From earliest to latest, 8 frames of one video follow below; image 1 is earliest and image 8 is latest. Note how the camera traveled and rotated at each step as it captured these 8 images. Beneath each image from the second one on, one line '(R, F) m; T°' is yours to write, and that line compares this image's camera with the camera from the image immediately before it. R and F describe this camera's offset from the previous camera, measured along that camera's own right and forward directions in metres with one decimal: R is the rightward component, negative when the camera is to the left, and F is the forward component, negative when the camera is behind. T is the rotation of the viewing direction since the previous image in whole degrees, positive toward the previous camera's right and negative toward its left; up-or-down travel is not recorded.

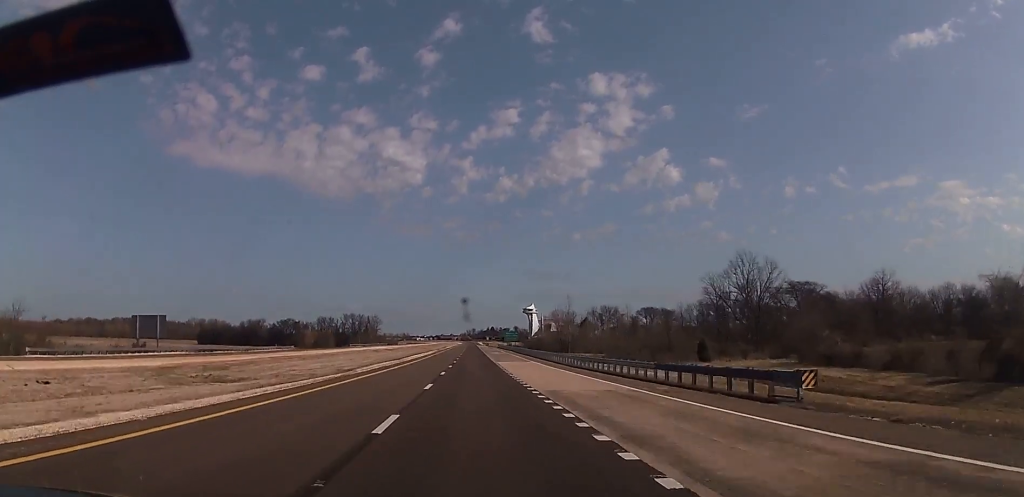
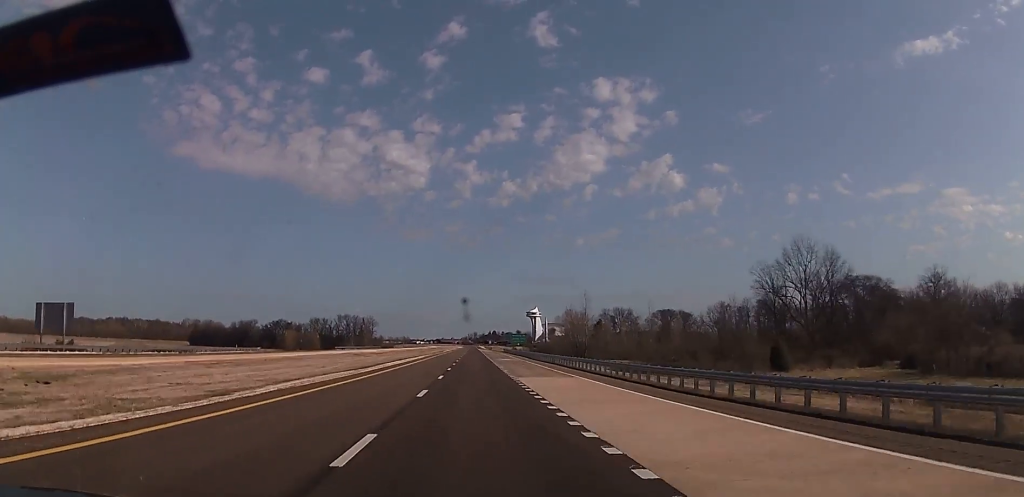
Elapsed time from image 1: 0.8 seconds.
(0.0, +27.5) m; 0°
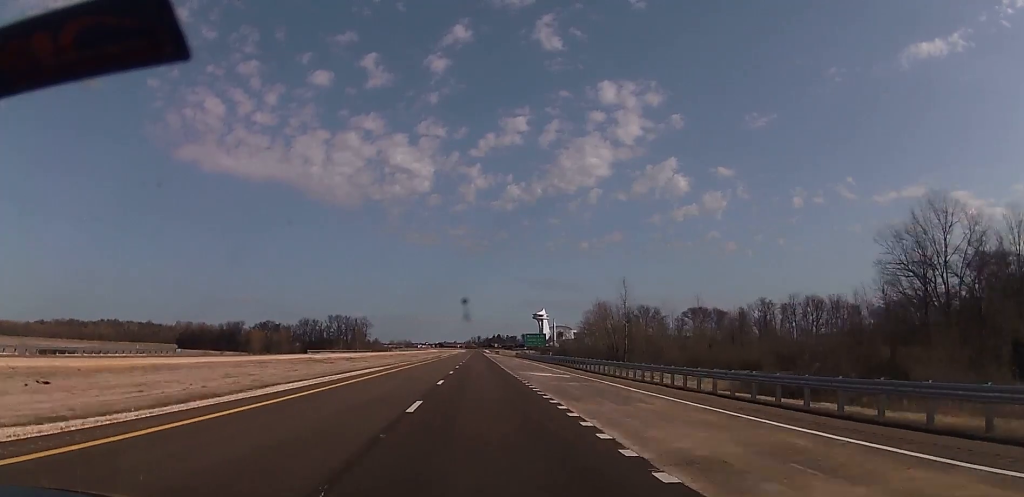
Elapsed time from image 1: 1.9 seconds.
(+0.2, +41.8) m; -1°
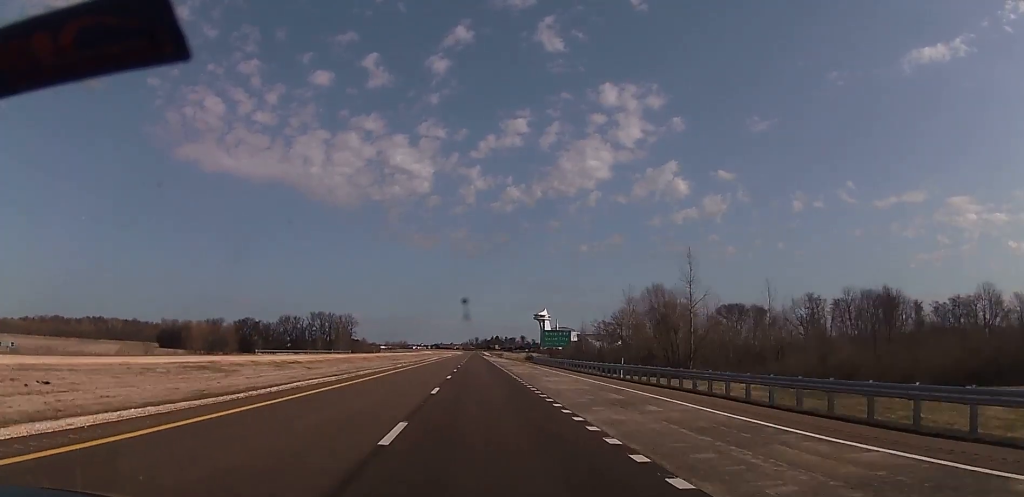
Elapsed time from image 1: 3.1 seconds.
(-0.6, +41.4) m; +1°
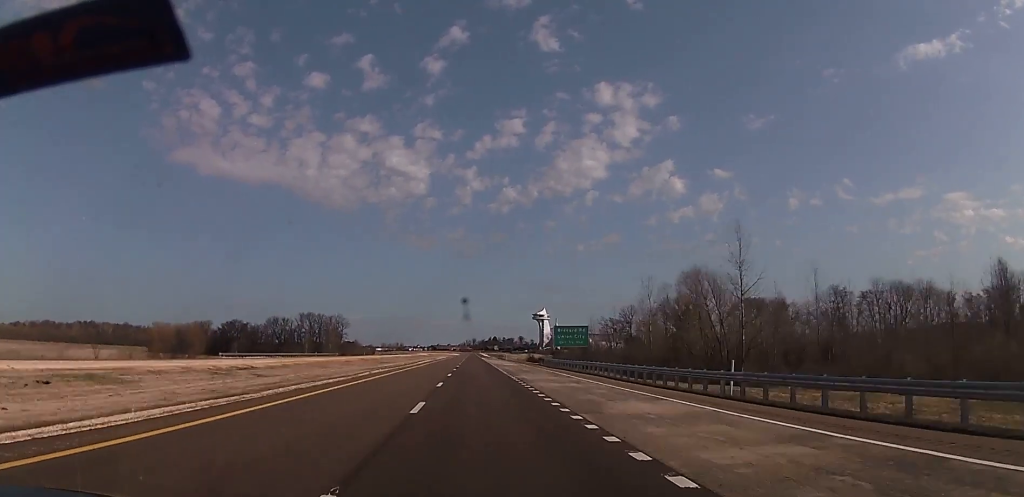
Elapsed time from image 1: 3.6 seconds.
(+0.5, +18.8) m; 0°
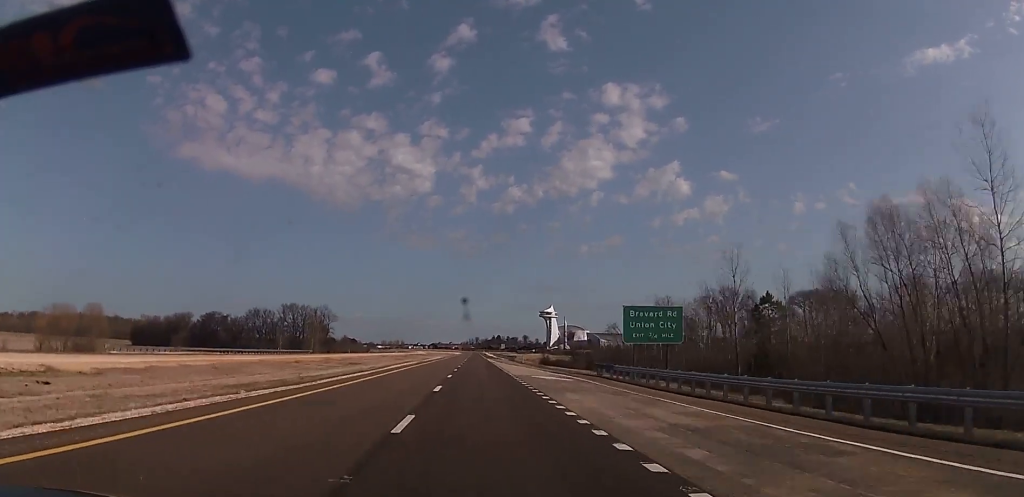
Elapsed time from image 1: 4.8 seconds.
(-0.2, +40.1) m; -1°
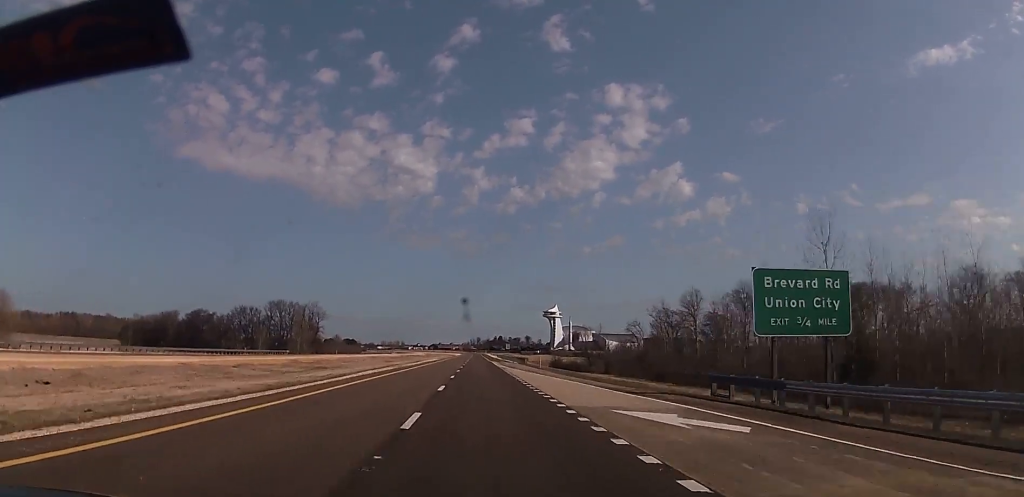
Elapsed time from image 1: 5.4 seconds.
(-0.1, +23.6) m; 0°
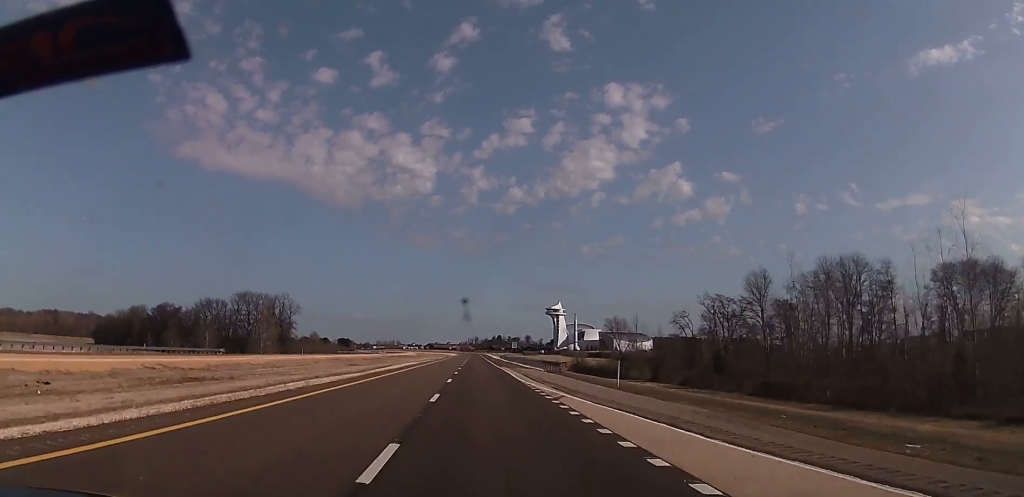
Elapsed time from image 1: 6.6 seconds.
(+0.3, +41.4) m; 0°
